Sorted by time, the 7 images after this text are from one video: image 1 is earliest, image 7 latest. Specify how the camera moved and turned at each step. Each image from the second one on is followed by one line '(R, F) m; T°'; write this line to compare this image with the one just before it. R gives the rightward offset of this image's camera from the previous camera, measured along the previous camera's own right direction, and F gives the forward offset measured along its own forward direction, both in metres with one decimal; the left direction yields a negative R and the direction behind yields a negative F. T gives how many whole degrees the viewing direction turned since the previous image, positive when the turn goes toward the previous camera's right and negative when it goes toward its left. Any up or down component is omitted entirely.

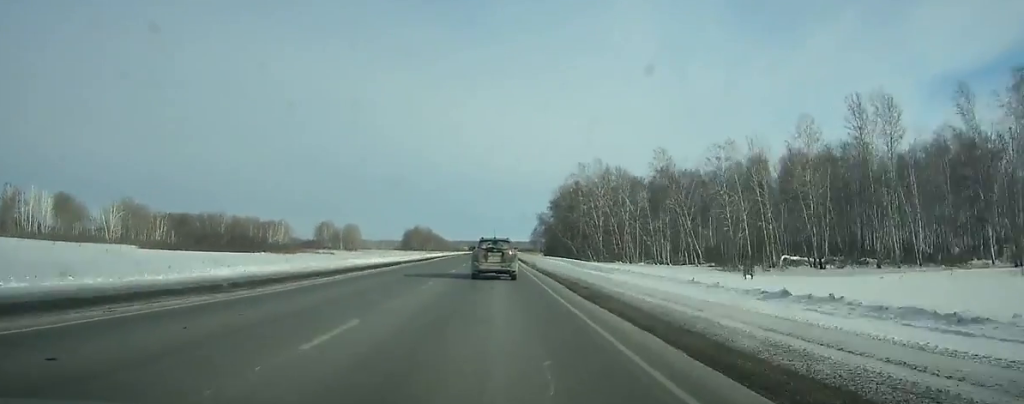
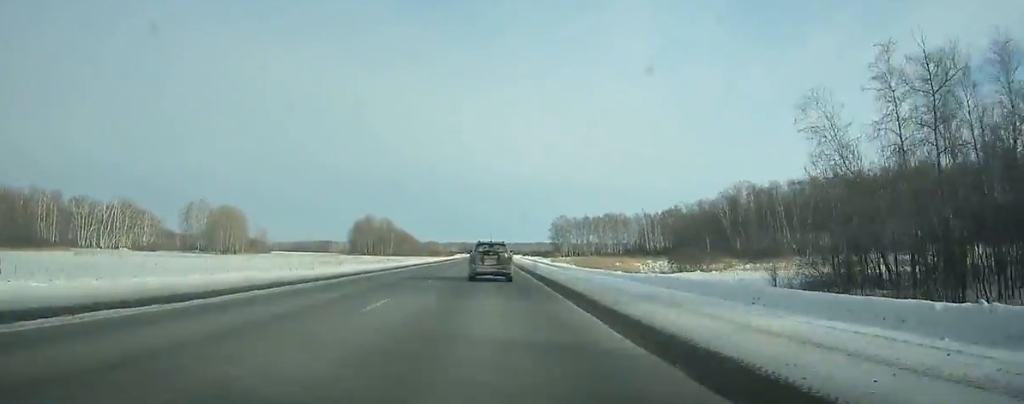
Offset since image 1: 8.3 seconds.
(+0.5, +211.3) m; 0°
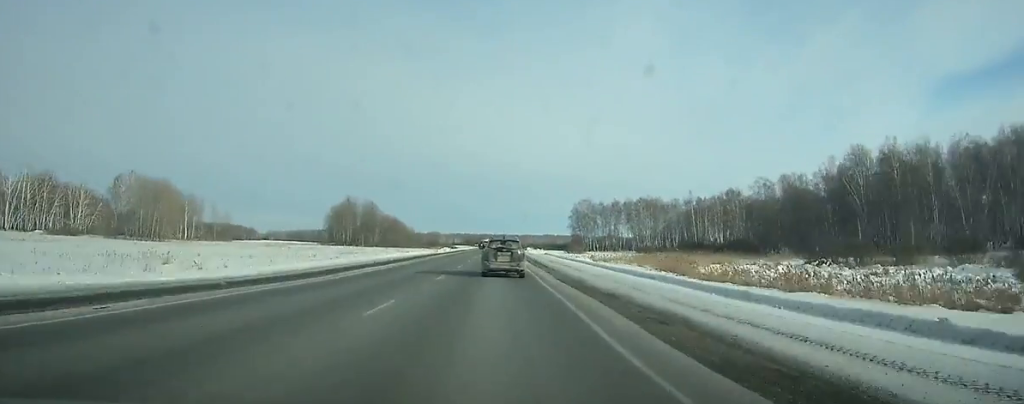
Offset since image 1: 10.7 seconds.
(-0.2, +61.1) m; 0°
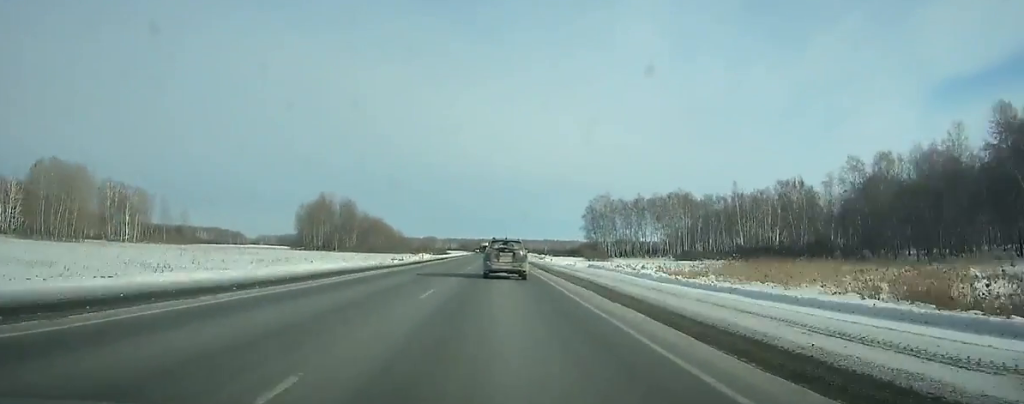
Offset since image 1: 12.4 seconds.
(0.0, +43.1) m; 0°
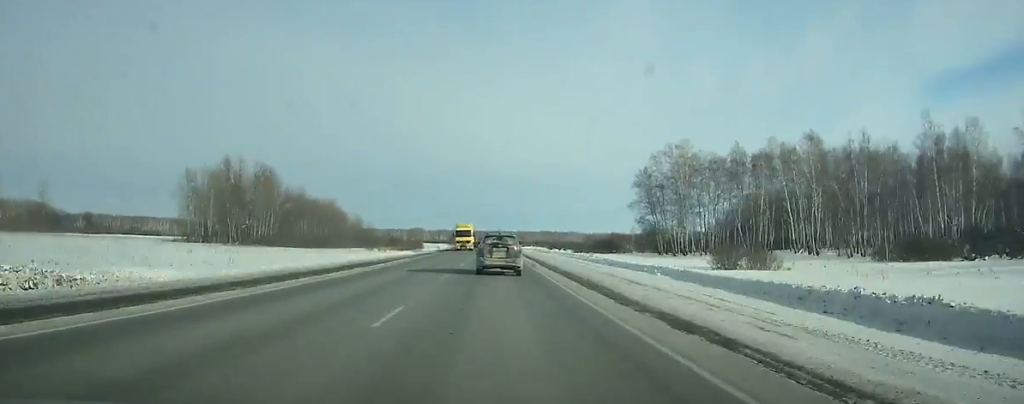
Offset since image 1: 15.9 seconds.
(+0.6, +88.1) m; 0°
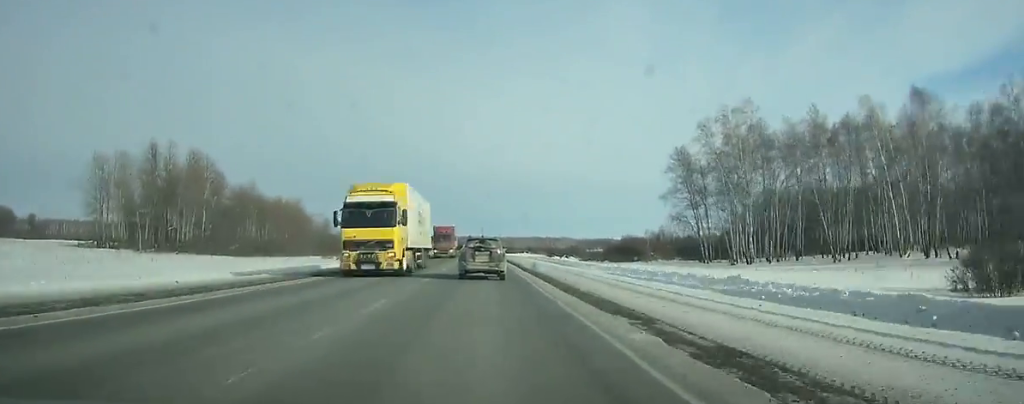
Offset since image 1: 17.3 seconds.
(+0.3, +35.0) m; 0°
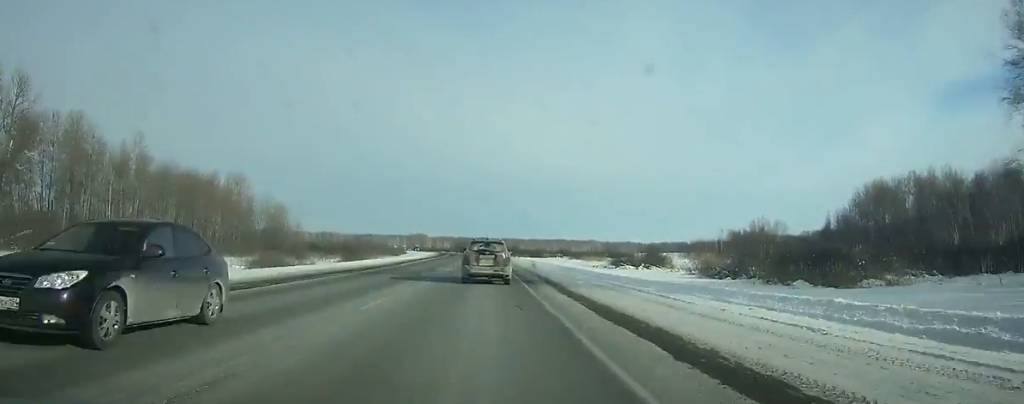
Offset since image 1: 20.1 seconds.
(-0.8, +69.3) m; -1°
